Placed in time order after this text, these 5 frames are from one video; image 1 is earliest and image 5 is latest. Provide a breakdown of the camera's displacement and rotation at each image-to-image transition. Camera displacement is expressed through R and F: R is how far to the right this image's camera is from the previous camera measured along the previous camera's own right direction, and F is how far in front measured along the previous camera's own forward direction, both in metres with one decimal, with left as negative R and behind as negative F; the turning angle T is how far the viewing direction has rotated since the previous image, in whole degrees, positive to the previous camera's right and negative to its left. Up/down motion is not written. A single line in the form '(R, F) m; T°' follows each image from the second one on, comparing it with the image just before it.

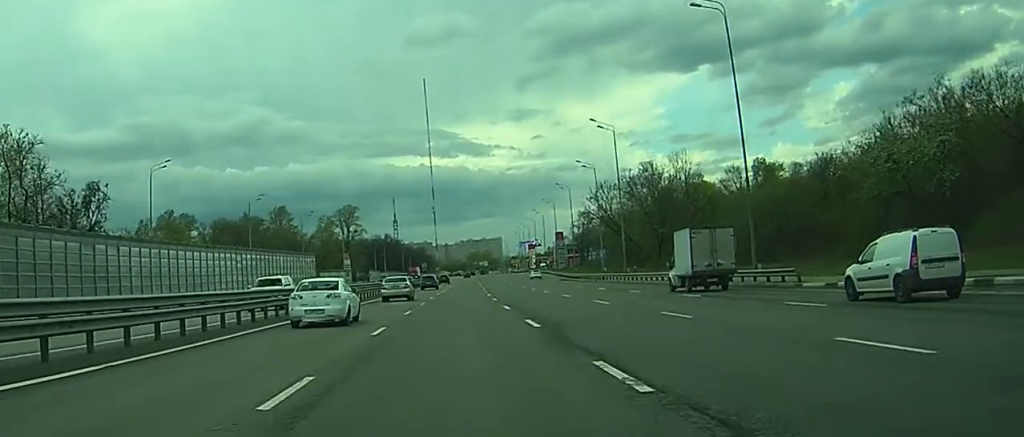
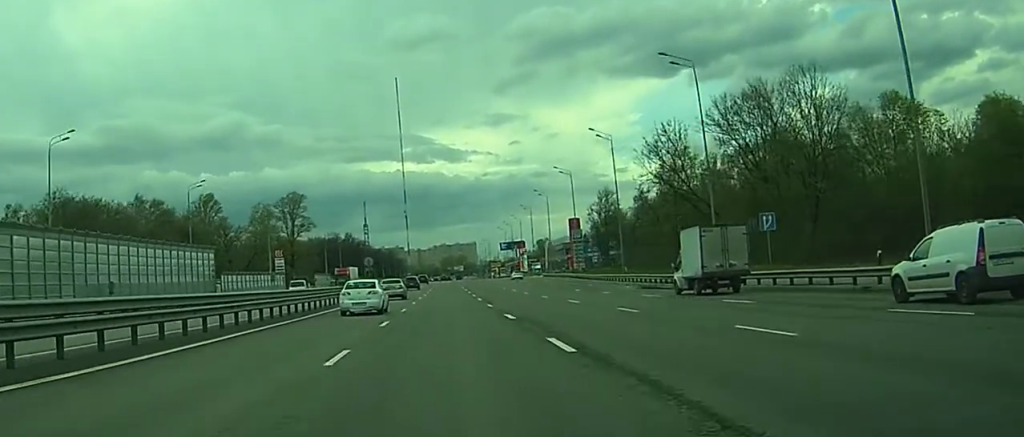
(-0.4, +64.8) m; 0°
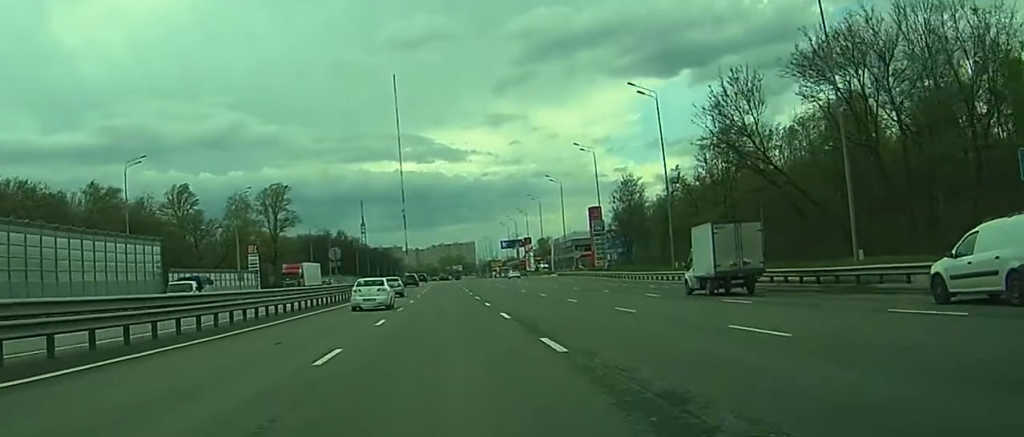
(-0.1, +20.7) m; 0°
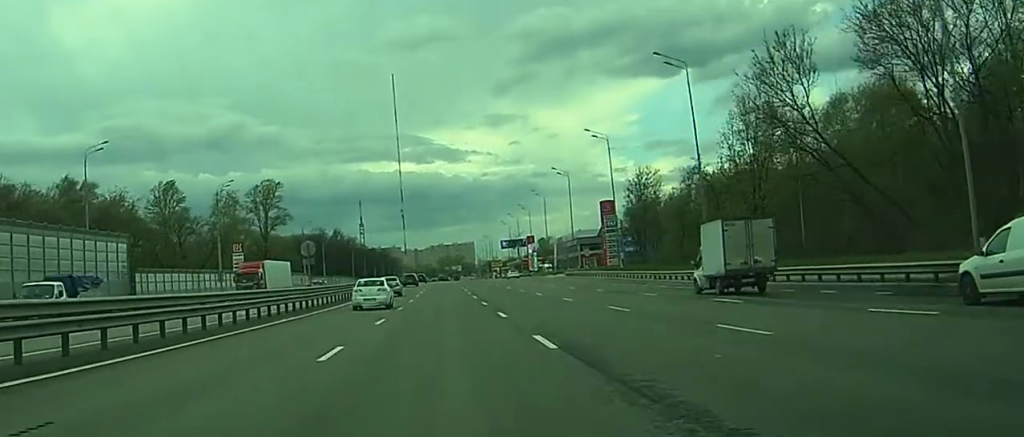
(0.0, +9.6) m; 0°
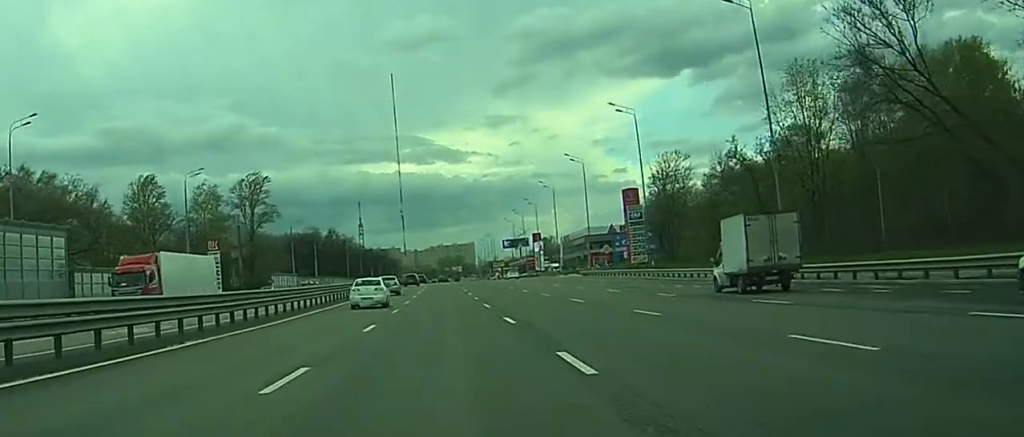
(0.0, +14.9) m; 0°
